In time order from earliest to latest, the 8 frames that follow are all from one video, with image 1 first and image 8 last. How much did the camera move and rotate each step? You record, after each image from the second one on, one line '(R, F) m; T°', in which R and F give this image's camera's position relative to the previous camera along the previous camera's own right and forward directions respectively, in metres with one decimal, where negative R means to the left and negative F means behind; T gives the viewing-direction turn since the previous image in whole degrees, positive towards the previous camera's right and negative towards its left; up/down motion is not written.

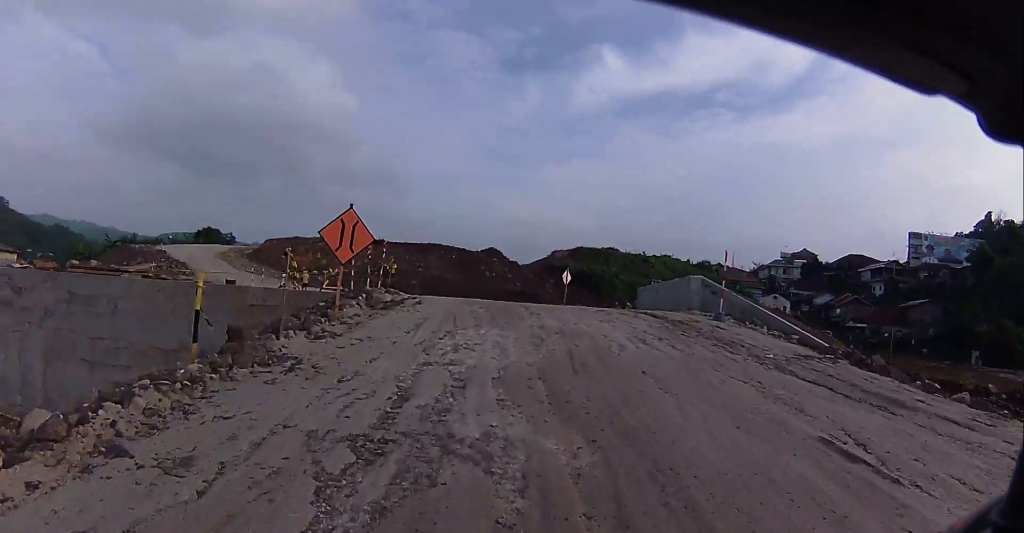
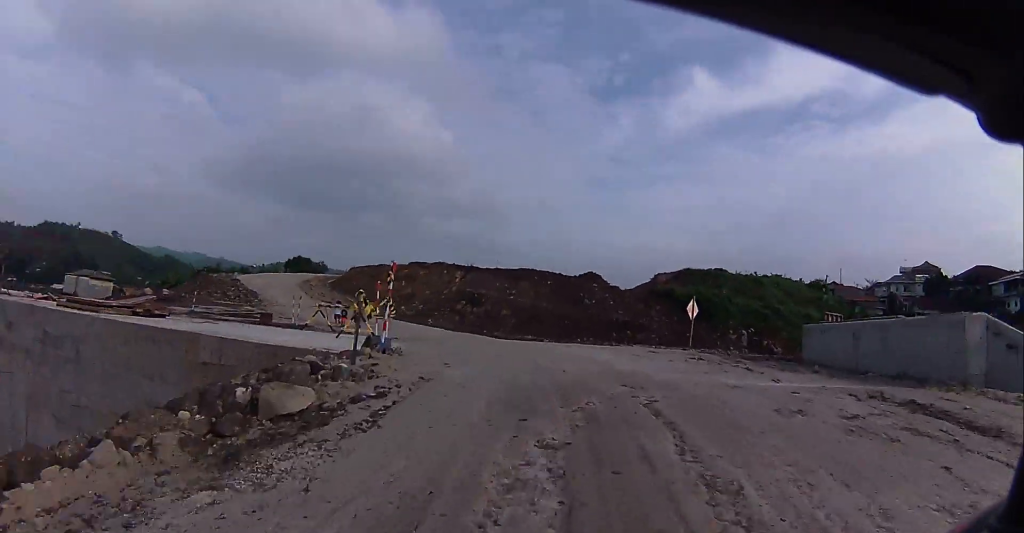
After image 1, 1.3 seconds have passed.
(+0.2, +5.9) m; -1°
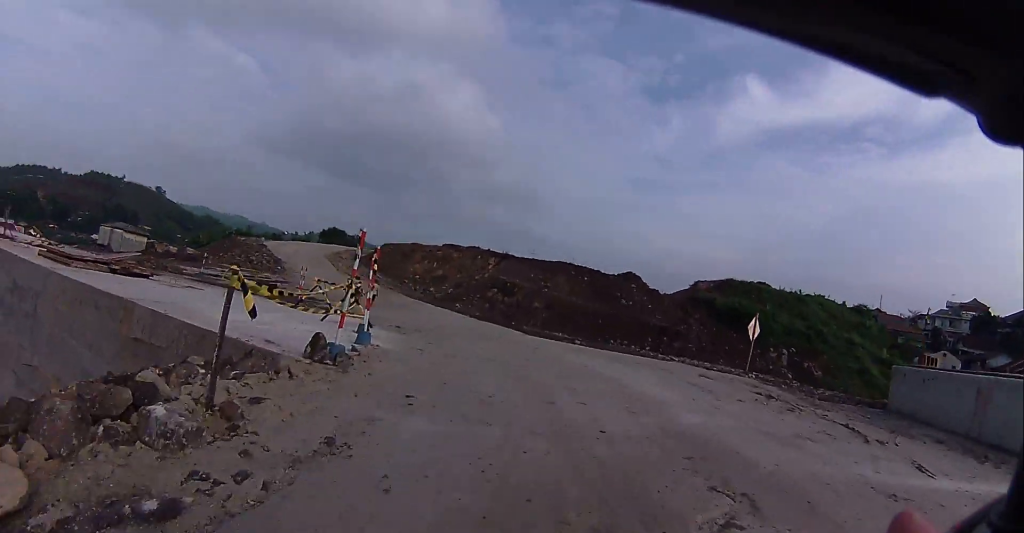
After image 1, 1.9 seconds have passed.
(+0.3, +2.5) m; -6°
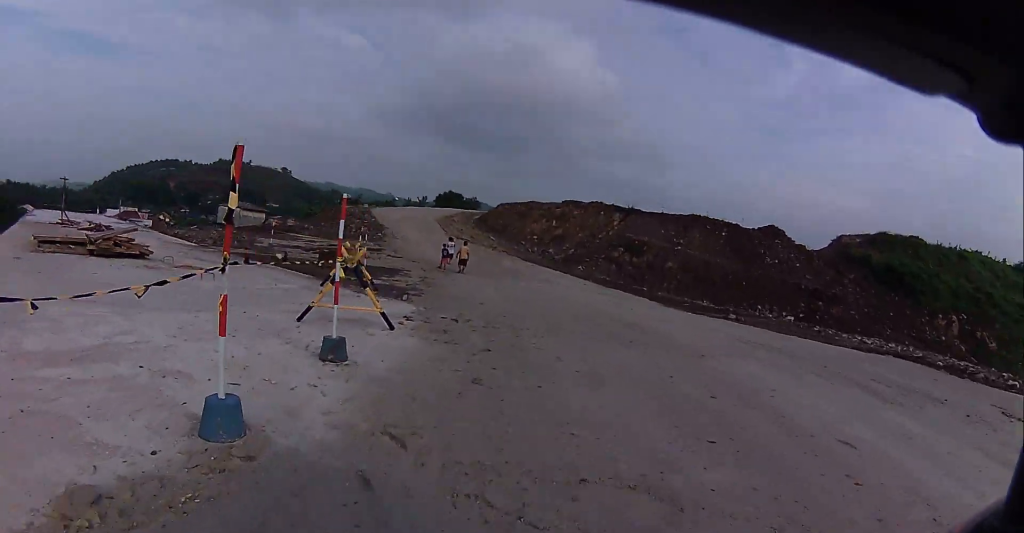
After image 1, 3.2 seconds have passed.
(-1.3, +5.7) m; -14°
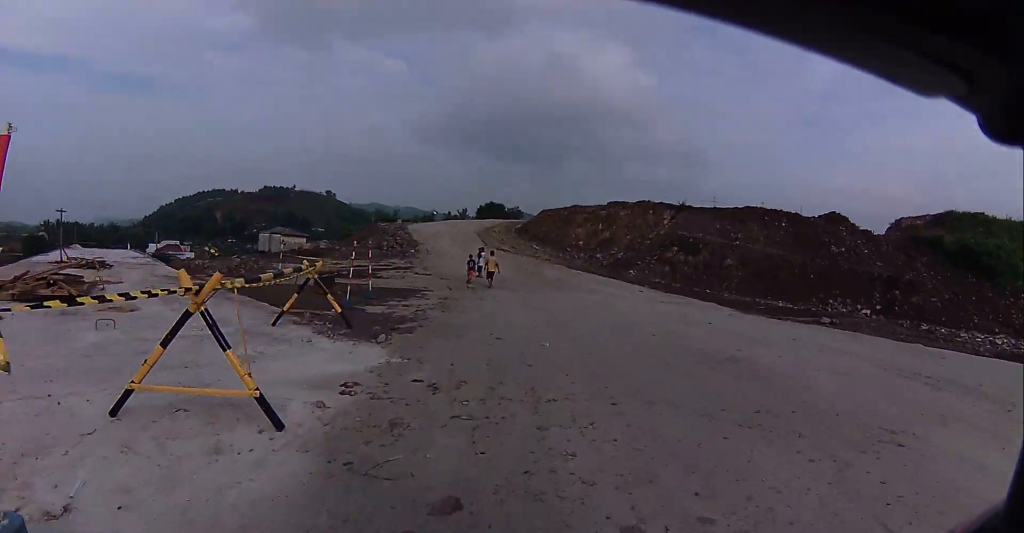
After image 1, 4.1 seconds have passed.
(0.0, +3.4) m; -3°
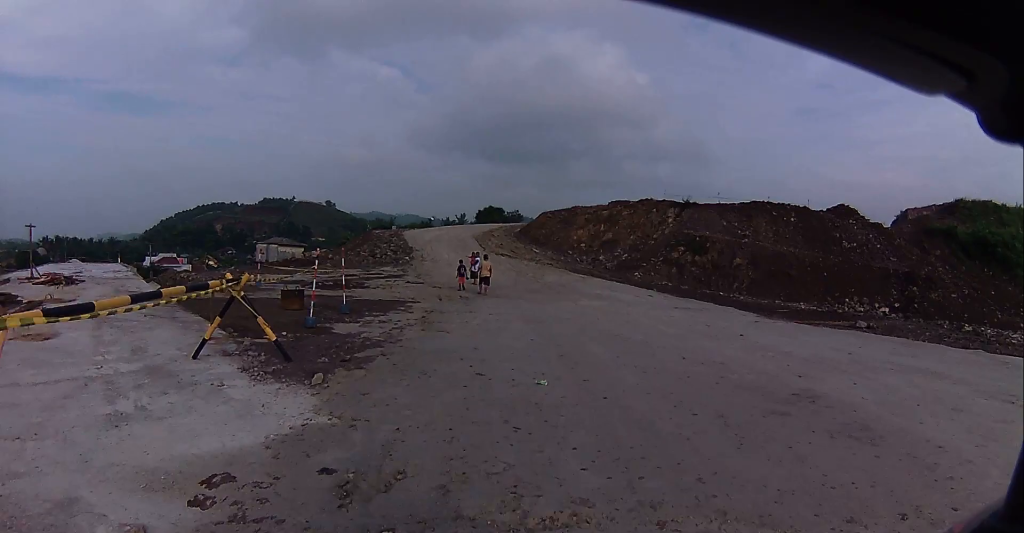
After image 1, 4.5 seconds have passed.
(-0.1, +1.6) m; -2°
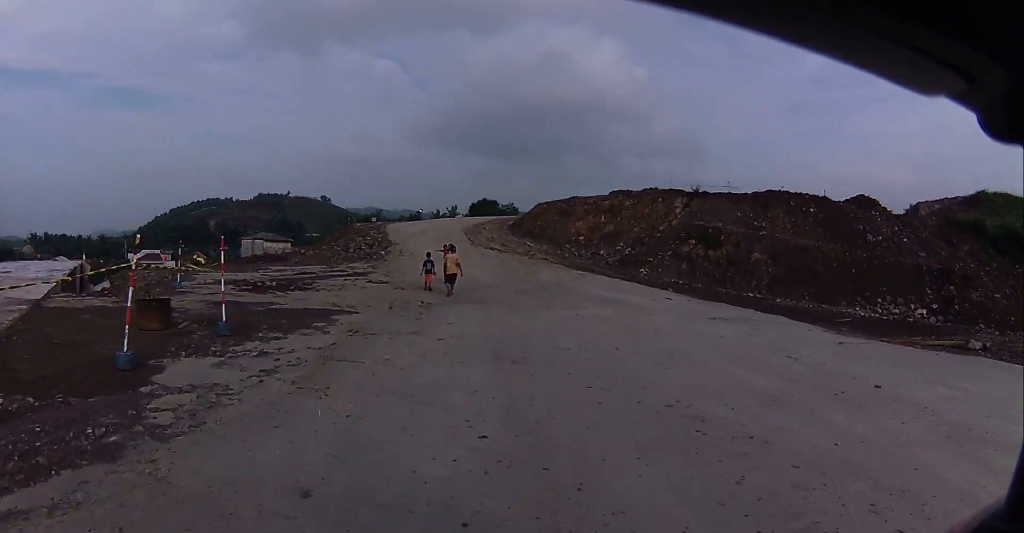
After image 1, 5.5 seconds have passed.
(-0.2, +3.9) m; -6°
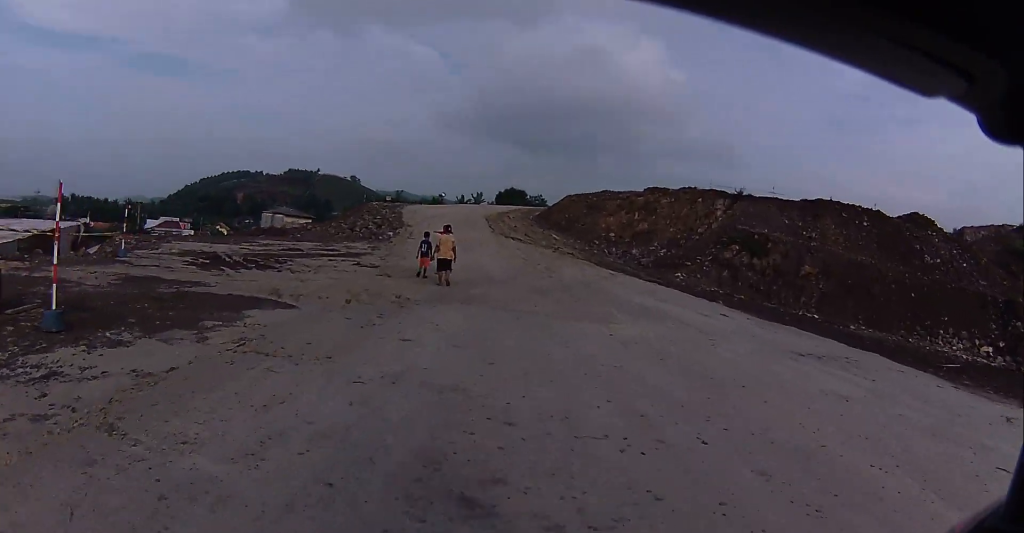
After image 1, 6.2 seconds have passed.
(-0.1, +3.1) m; -4°
